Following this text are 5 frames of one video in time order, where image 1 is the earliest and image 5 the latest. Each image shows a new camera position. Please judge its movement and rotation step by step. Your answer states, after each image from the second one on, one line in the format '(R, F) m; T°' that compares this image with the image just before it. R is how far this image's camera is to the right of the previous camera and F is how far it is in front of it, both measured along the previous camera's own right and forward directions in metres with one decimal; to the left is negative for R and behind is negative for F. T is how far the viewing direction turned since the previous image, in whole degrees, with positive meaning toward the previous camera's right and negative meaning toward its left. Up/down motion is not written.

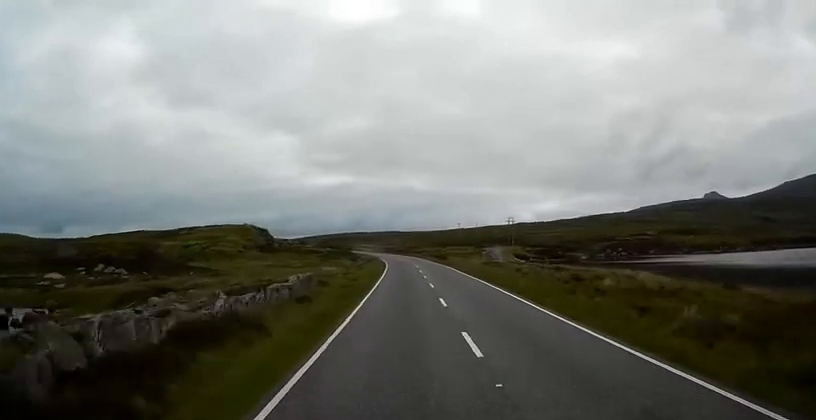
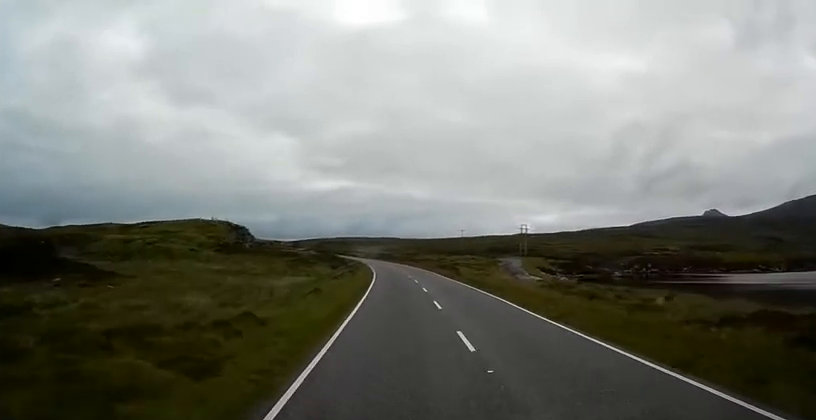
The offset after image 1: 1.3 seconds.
(0.0, +25.4) m; 0°
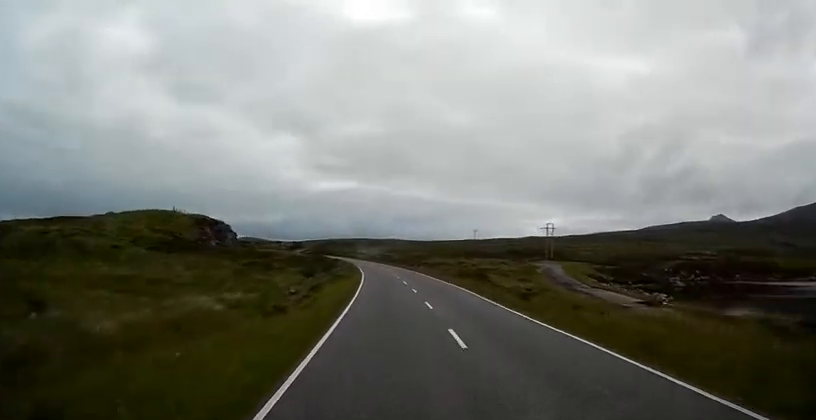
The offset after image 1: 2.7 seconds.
(-0.1, +26.4) m; -1°
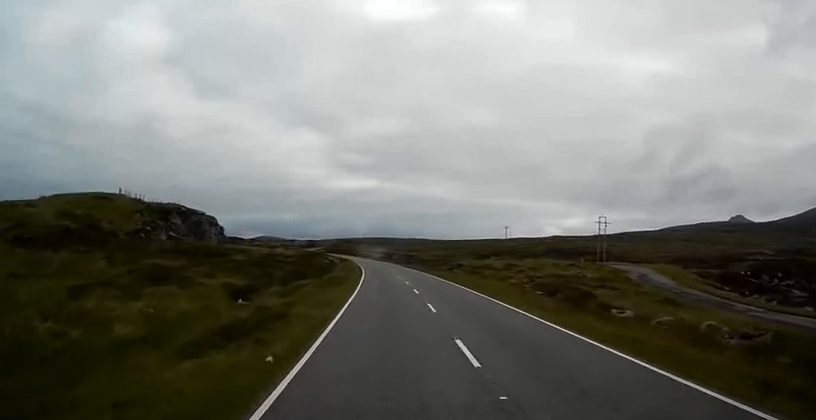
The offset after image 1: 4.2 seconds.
(-0.4, +29.4) m; -2°
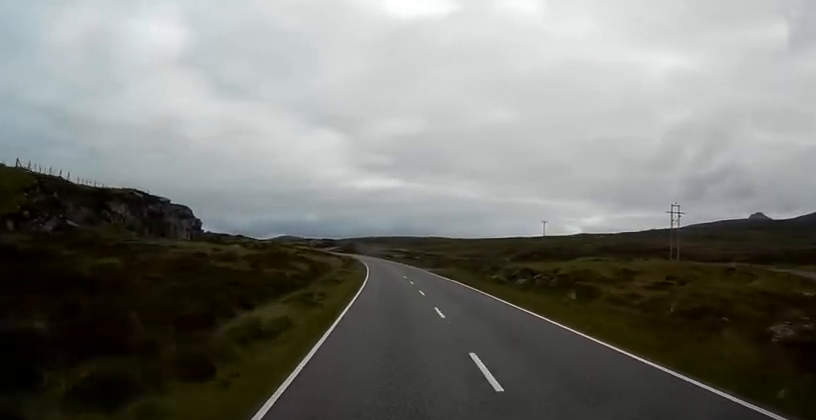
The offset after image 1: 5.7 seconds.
(-0.7, +28.1) m; -3°
